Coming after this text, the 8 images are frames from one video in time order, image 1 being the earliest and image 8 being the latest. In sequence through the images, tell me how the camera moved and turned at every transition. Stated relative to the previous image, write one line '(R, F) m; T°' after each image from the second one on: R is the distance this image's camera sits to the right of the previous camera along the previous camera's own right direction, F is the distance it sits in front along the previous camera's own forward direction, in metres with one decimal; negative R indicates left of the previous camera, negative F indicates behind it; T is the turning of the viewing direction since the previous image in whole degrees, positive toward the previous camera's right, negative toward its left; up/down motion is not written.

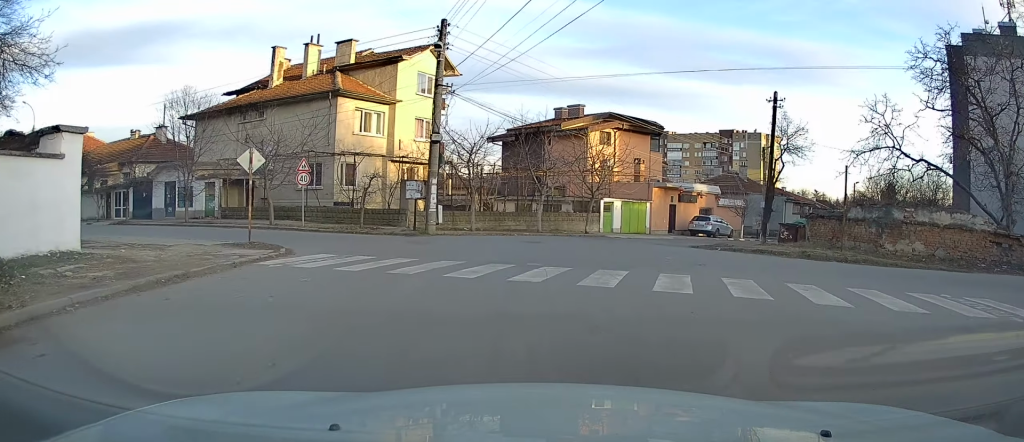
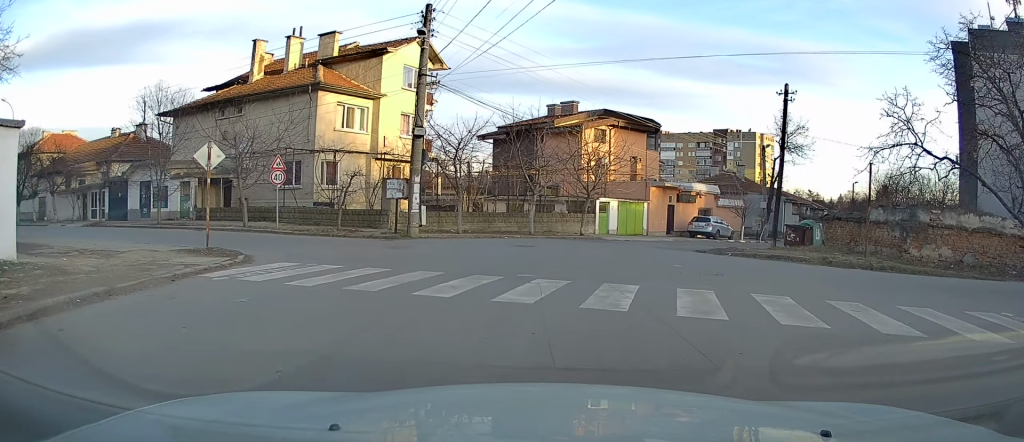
(+0.1, +1.8) m; +4°
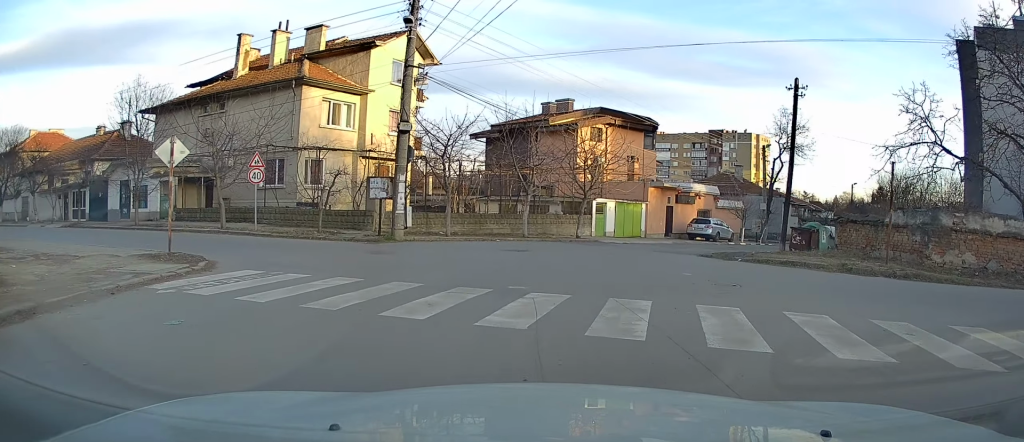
(+0.1, +1.4) m; +3°
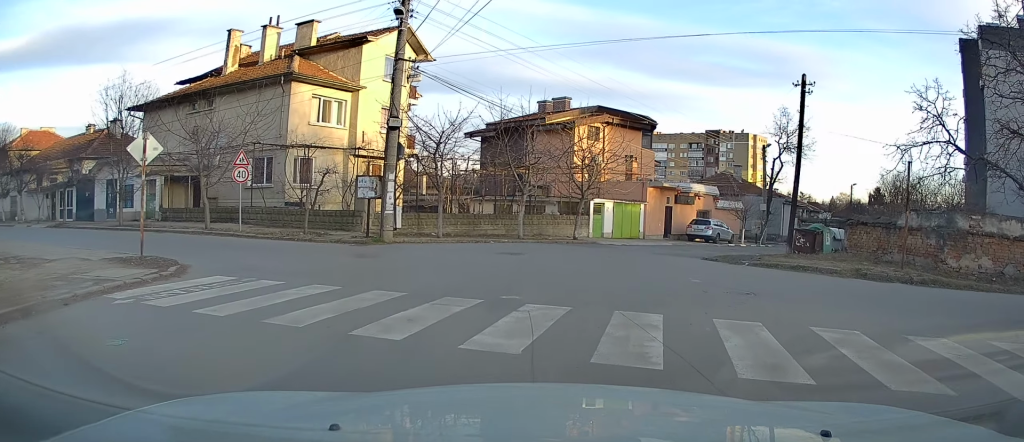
(-0.1, +0.9) m; 0°
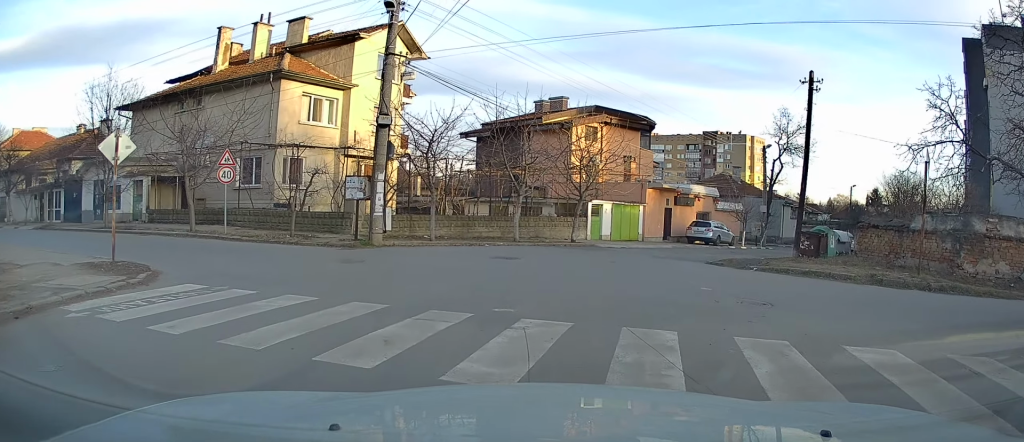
(0.0, +0.8) m; 0°
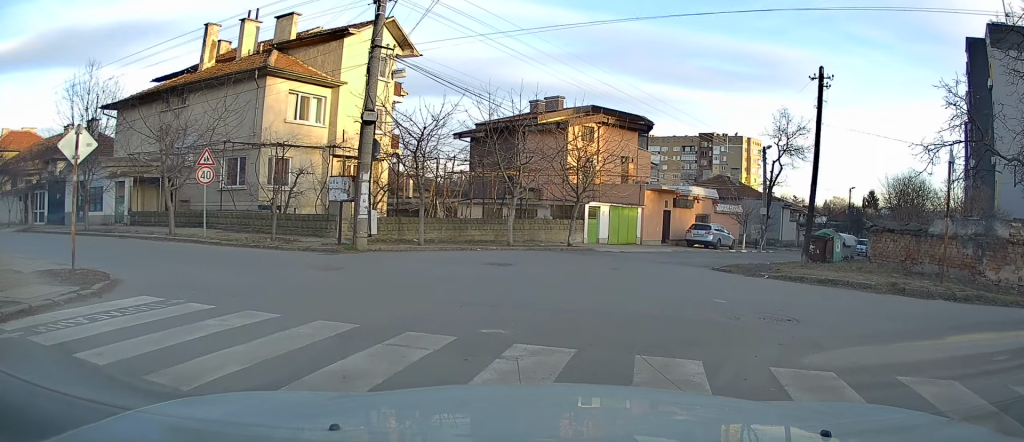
(0.0, +1.0) m; 0°
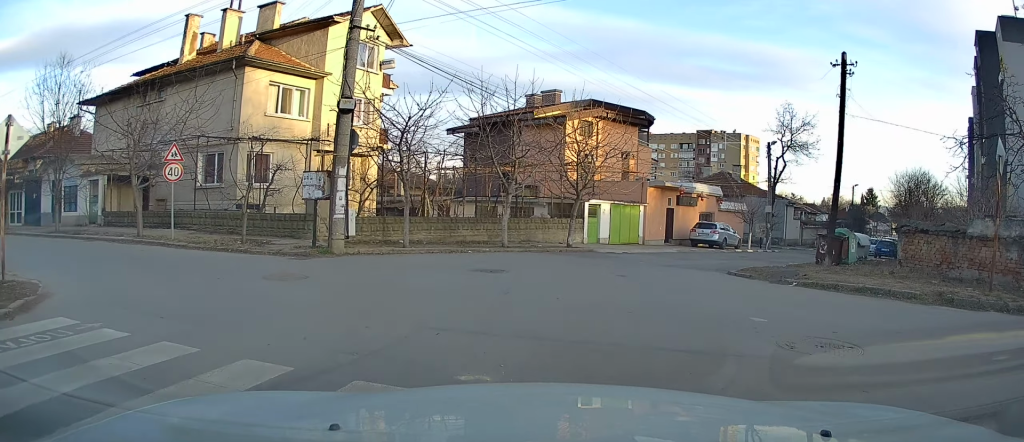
(-0.2, +1.7) m; -8°
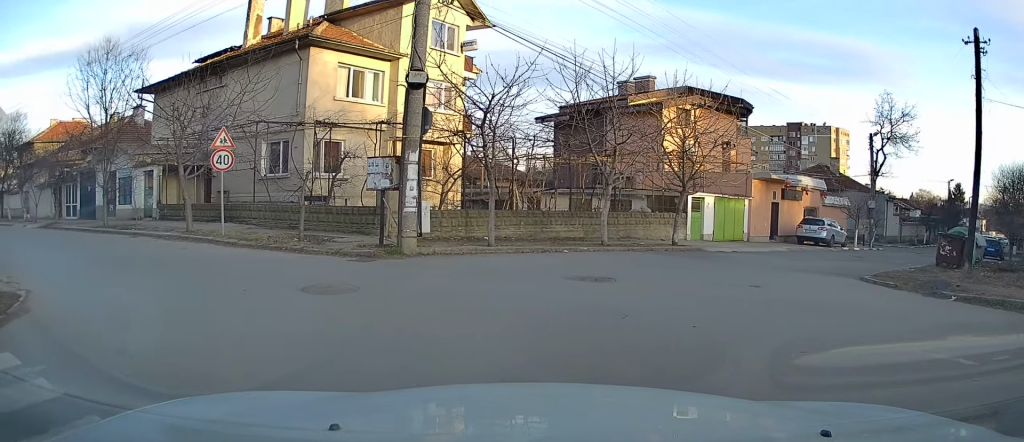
(-0.3, +2.2) m; -24°
